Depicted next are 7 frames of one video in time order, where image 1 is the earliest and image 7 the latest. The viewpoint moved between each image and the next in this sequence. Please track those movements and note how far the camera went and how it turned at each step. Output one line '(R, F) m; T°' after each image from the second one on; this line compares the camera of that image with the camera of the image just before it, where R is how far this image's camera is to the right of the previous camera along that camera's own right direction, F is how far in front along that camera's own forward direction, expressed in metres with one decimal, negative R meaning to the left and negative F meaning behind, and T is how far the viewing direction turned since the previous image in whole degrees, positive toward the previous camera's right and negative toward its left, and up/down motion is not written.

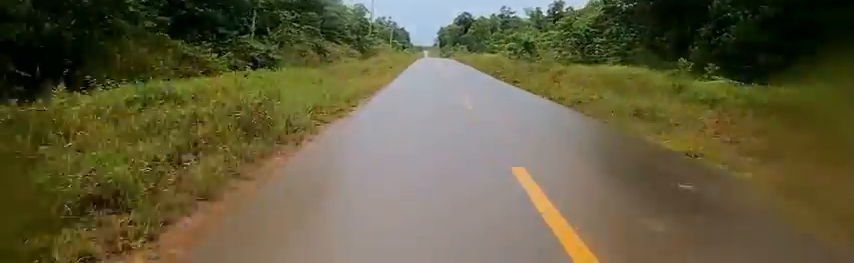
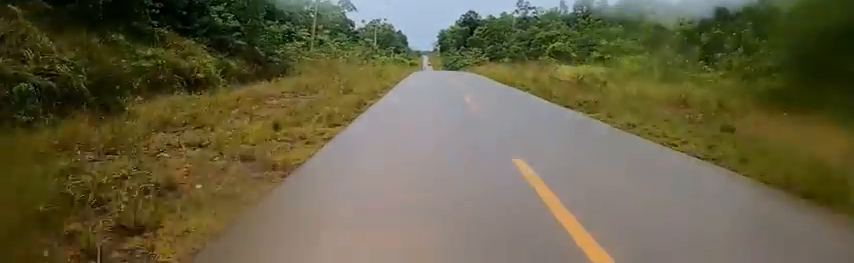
(0.0, +40.3) m; -2°
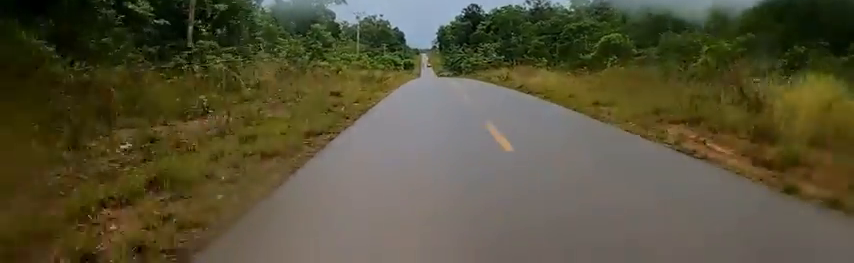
(-0.2, +21.8) m; +1°
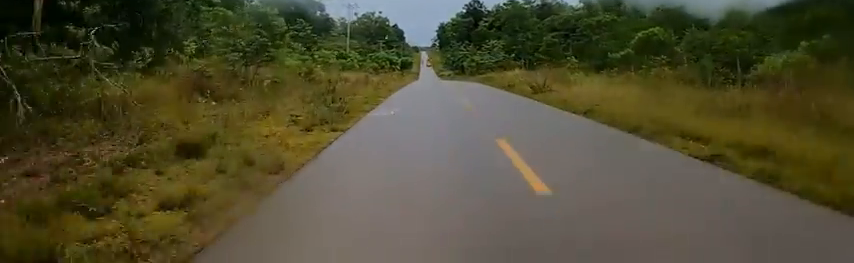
(+0.2, +8.7) m; +1°
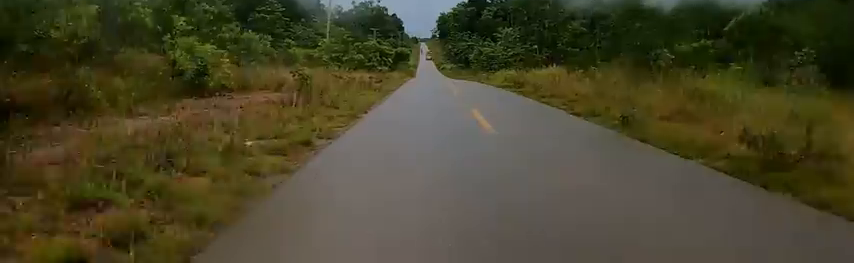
(0.0, +13.2) m; -2°
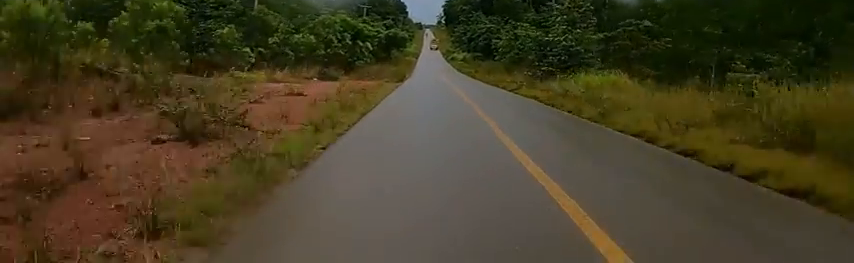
(-0.4, +24.9) m; 0°
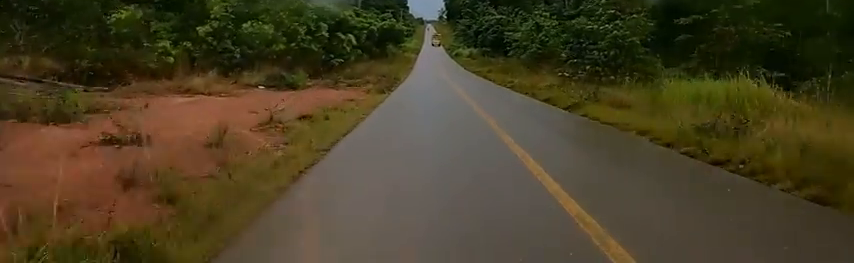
(+0.3, +8.9) m; 0°
